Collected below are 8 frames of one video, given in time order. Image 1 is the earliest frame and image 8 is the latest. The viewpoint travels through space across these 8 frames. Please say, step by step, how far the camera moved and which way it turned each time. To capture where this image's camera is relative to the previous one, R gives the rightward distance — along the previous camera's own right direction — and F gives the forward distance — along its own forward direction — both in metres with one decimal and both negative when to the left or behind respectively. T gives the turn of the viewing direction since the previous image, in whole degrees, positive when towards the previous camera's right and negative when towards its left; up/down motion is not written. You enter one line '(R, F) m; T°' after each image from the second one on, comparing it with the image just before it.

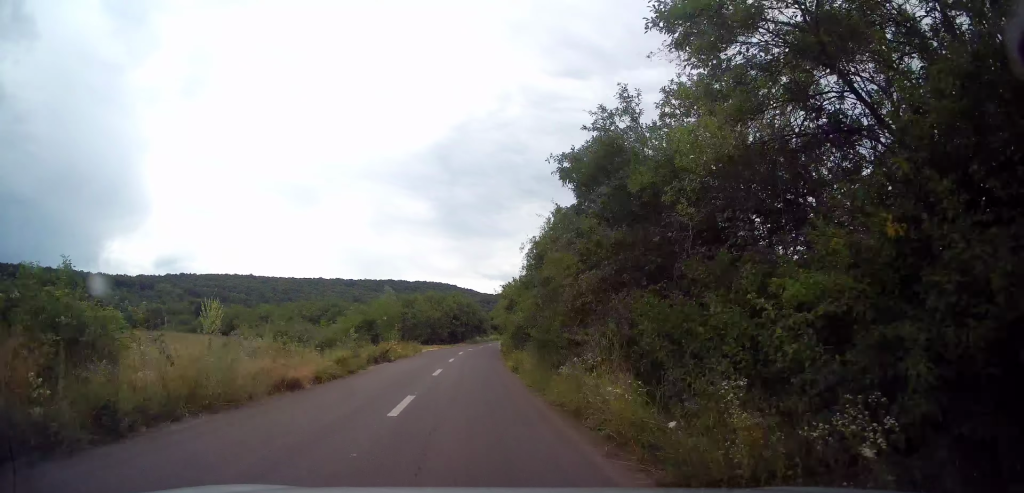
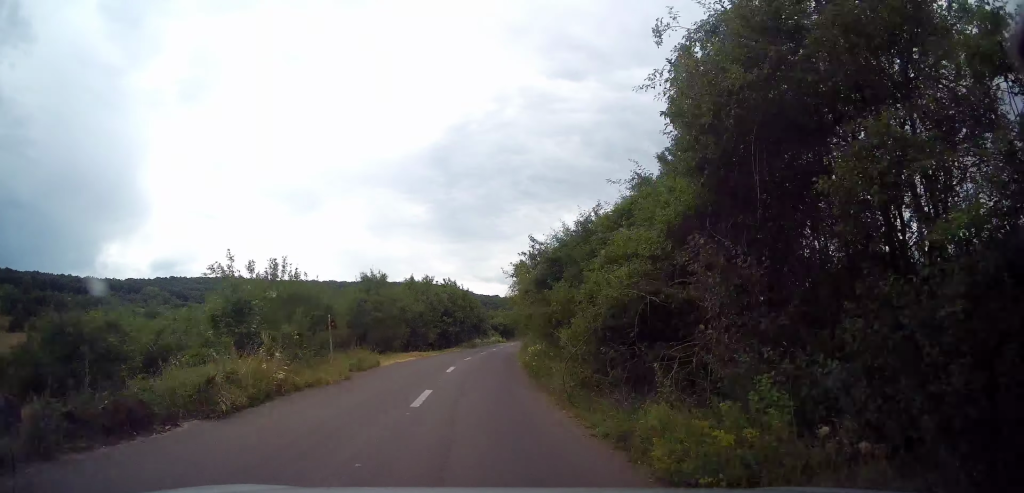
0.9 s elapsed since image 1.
(+0.1, +16.6) m; +2°
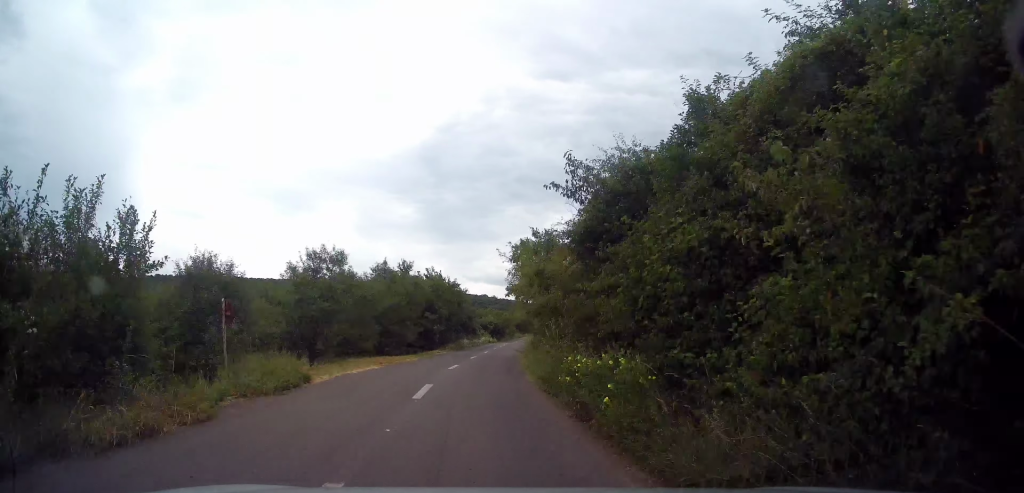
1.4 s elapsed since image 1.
(-0.1, +7.8) m; +1°
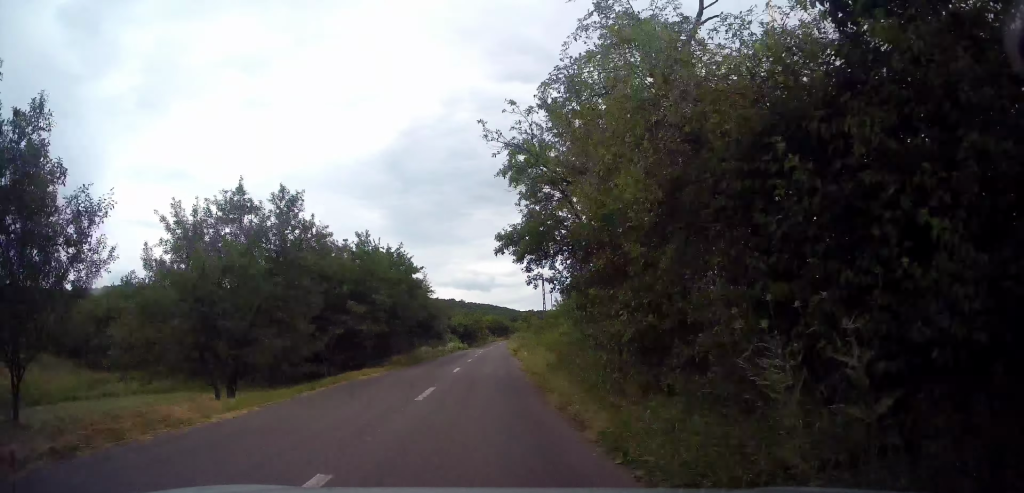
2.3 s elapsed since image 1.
(+0.6, +17.1) m; +3°
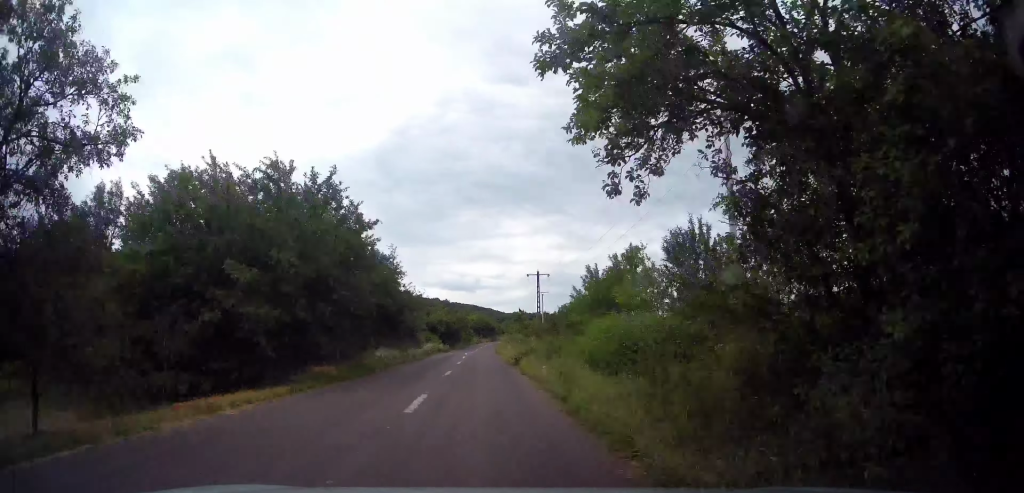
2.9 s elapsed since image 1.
(+0.2, +10.4) m; +1°
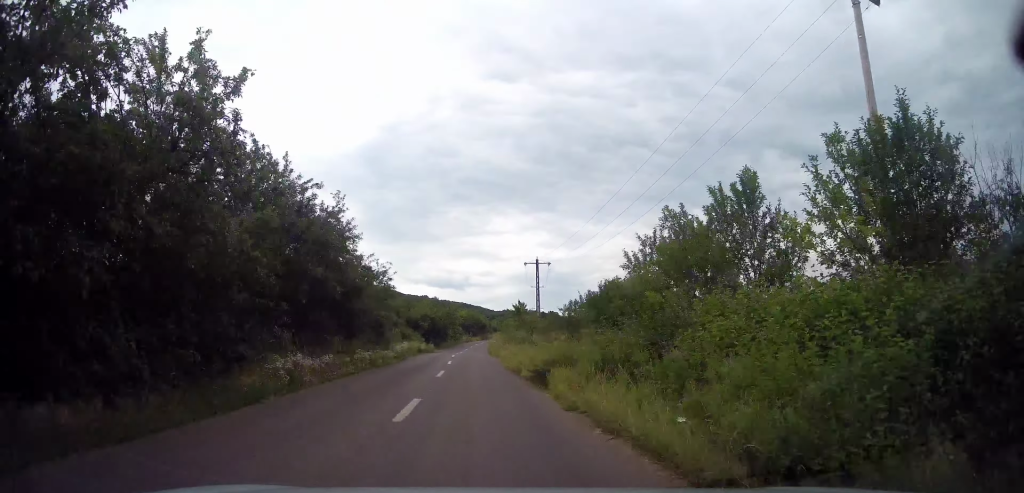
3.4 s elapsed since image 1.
(+0.1, +9.8) m; 0°
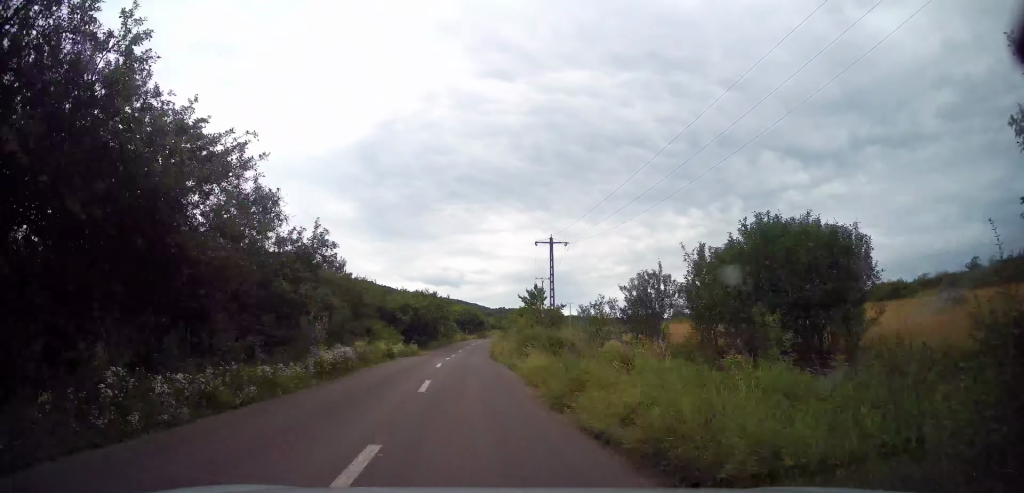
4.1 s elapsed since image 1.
(0.0, +13.2) m; +1°
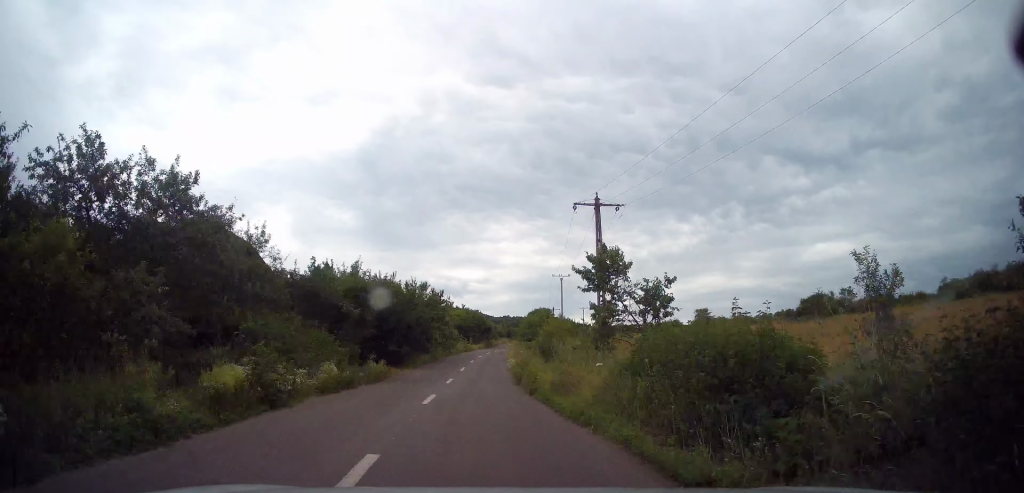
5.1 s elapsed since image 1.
(+0.2, +16.6) m; +1°
